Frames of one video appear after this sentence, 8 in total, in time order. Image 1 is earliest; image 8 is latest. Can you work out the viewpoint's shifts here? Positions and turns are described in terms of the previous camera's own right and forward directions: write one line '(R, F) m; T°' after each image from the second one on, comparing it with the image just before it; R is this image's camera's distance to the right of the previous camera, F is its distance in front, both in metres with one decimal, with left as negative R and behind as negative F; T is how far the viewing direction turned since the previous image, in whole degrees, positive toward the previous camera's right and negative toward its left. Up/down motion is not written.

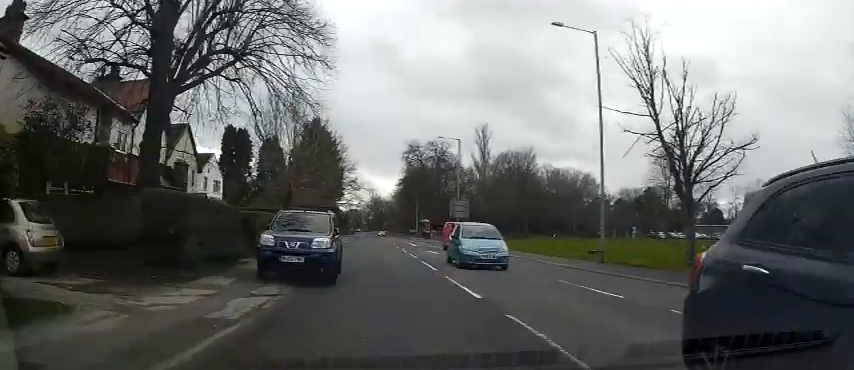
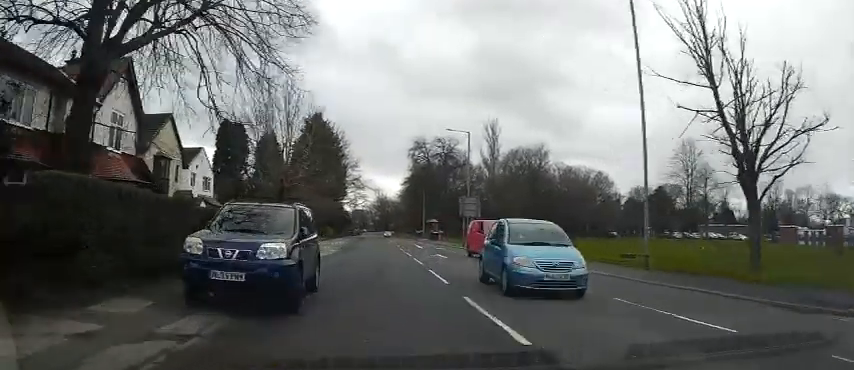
(+0.1, +3.9) m; -1°
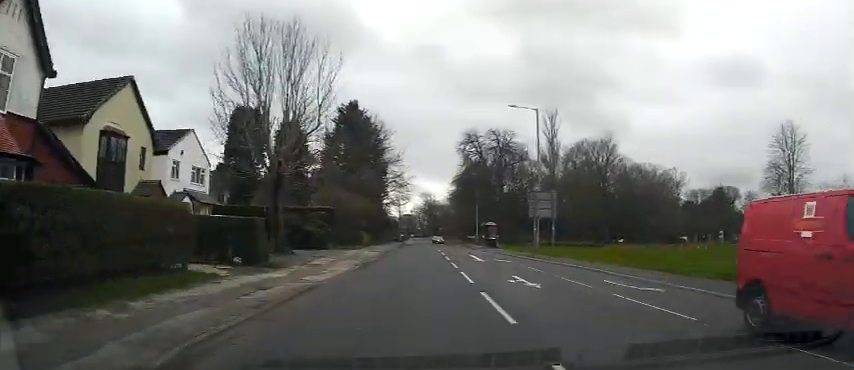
(-0.5, +11.3) m; -3°
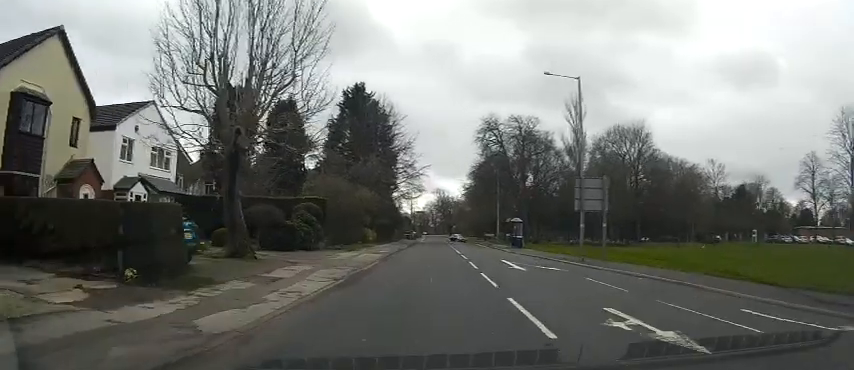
(0.0, +7.2) m; -1°
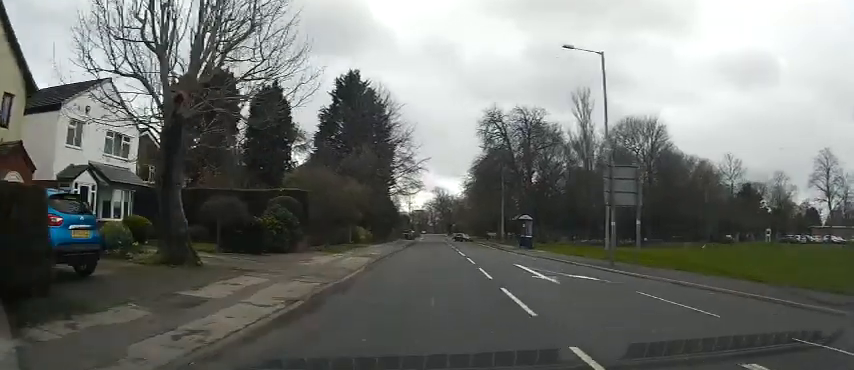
(-0.1, +4.4) m; 0°
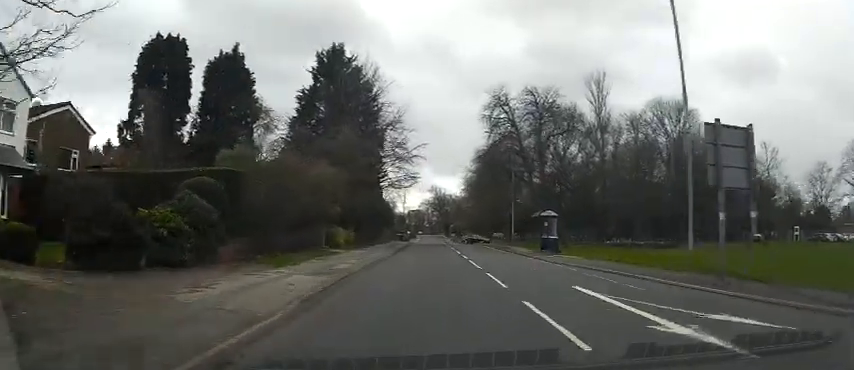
(0.0, +8.6) m; 0°
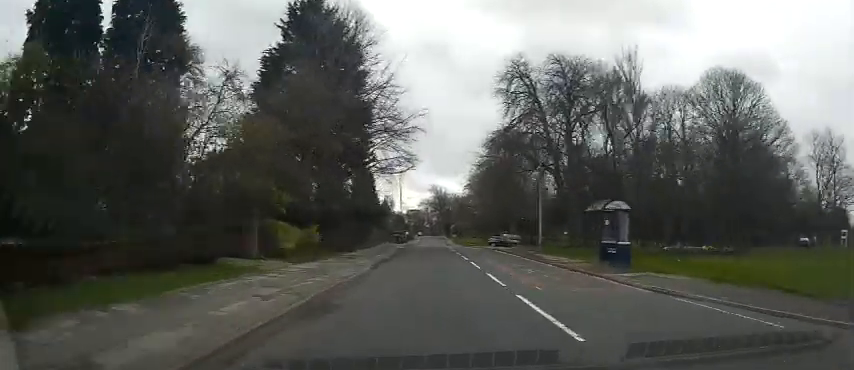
(+0.1, +11.2) m; +1°
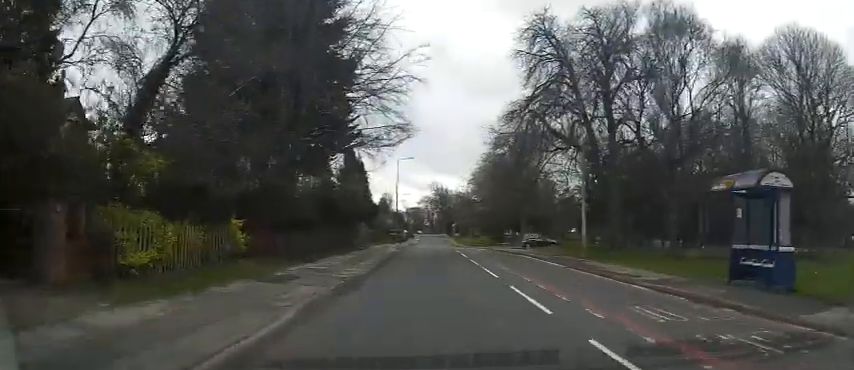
(0.0, +9.8) m; 0°
